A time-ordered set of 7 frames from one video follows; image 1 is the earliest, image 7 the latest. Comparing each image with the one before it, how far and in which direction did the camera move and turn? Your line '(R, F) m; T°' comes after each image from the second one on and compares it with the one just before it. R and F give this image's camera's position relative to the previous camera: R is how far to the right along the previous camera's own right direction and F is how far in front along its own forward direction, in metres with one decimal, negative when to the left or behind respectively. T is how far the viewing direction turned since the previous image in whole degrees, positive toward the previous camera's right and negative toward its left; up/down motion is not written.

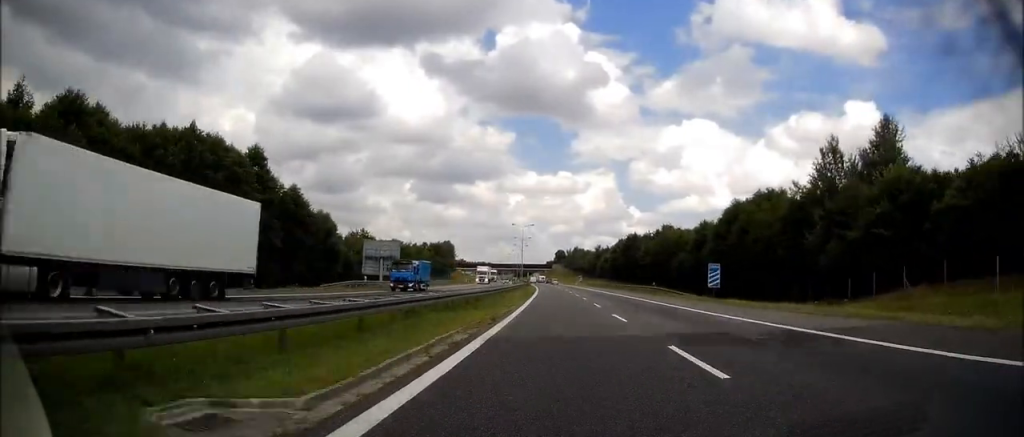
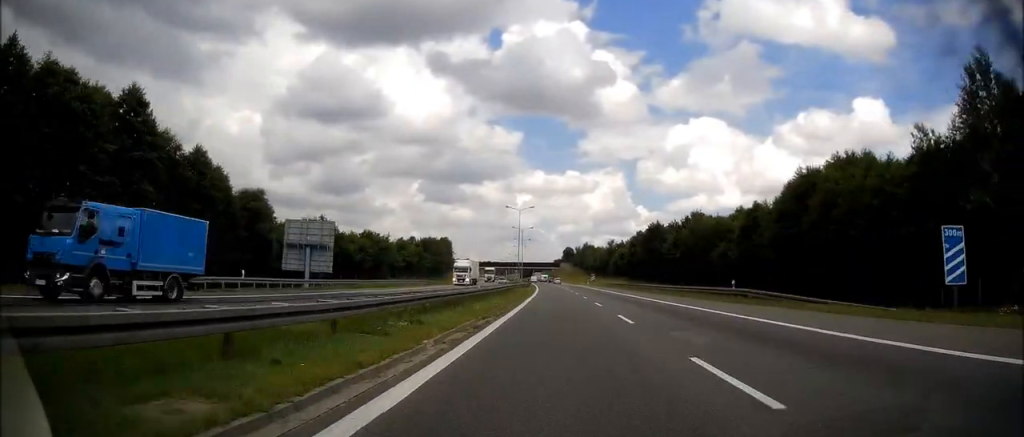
(-0.2, +25.9) m; 0°
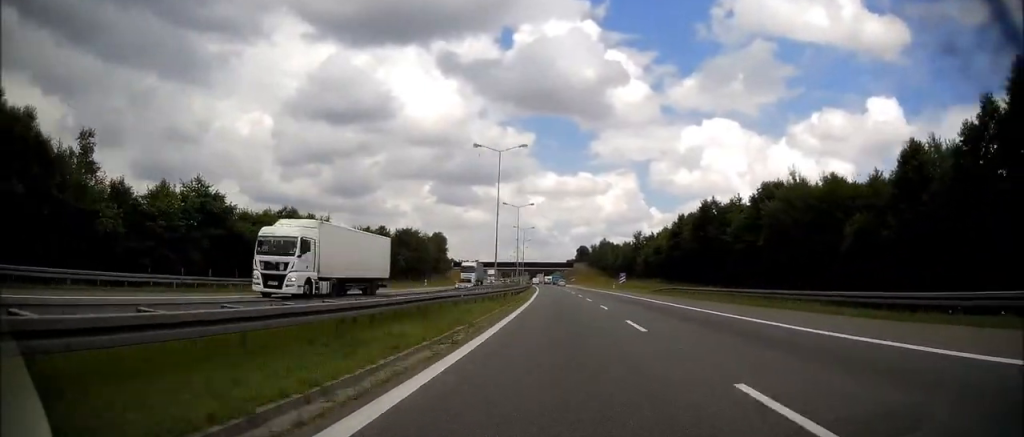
(-0.2, +39.7) m; -1°
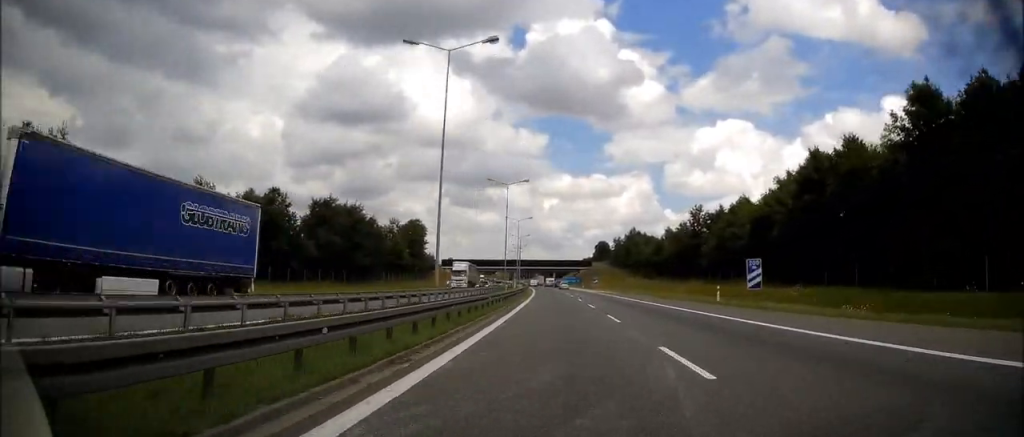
(-1.1, +55.9) m; -2°
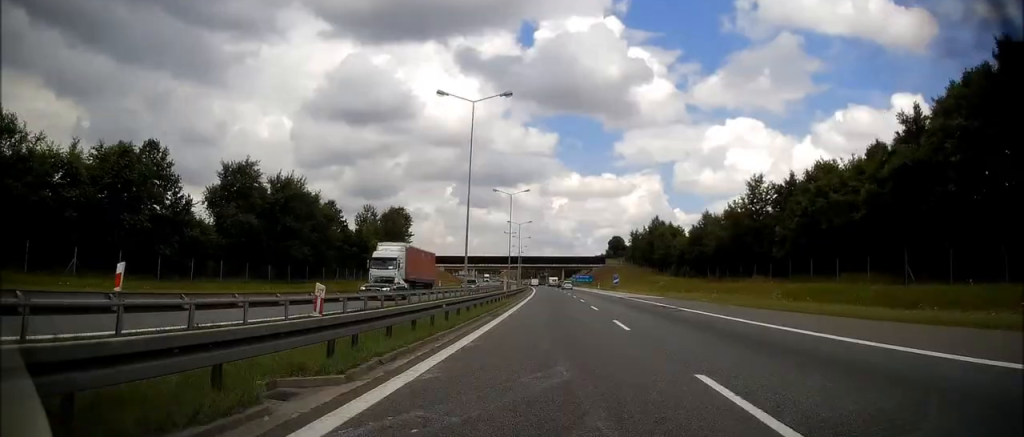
(0.0, +27.8) m; -1°
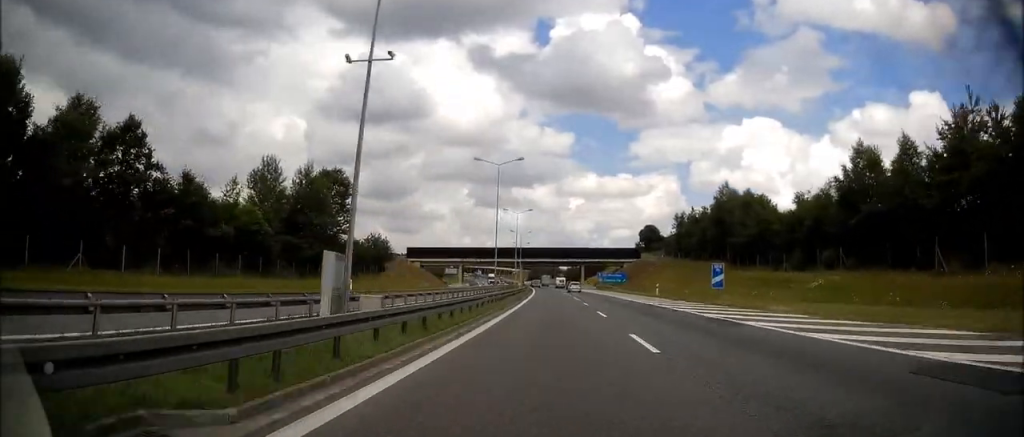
(-1.0, +52.8) m; -2°
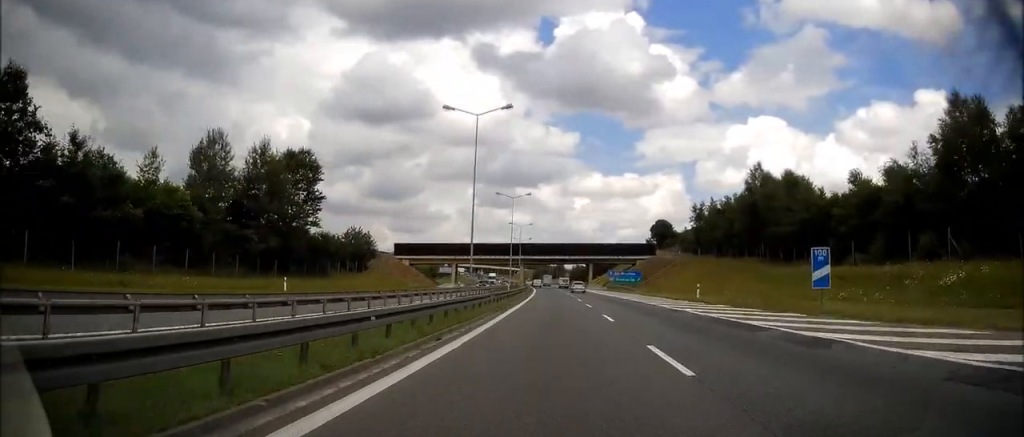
(-0.1, +15.0) m; 0°
